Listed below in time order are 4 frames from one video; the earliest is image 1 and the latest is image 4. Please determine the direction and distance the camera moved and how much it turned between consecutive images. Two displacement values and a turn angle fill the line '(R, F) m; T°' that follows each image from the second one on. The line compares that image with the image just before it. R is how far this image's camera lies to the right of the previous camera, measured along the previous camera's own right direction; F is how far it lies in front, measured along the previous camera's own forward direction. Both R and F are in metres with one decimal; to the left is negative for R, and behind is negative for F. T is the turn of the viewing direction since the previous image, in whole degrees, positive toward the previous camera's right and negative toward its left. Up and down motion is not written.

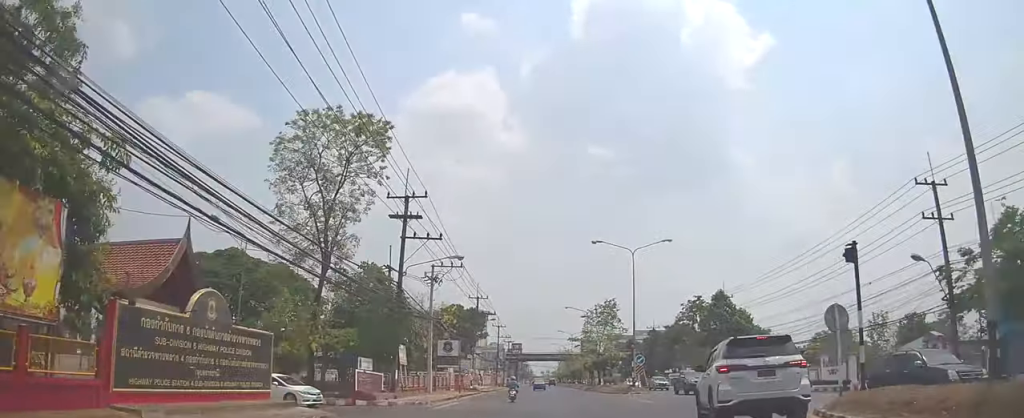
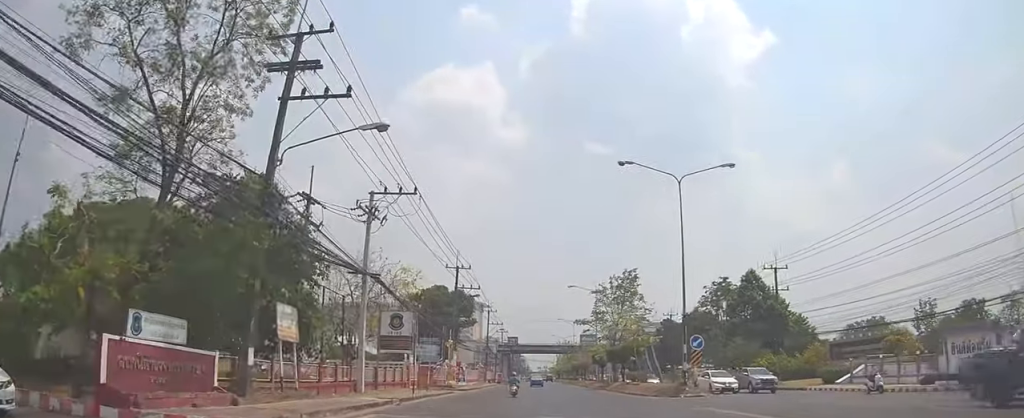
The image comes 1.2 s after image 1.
(+0.5, +16.5) m; 0°
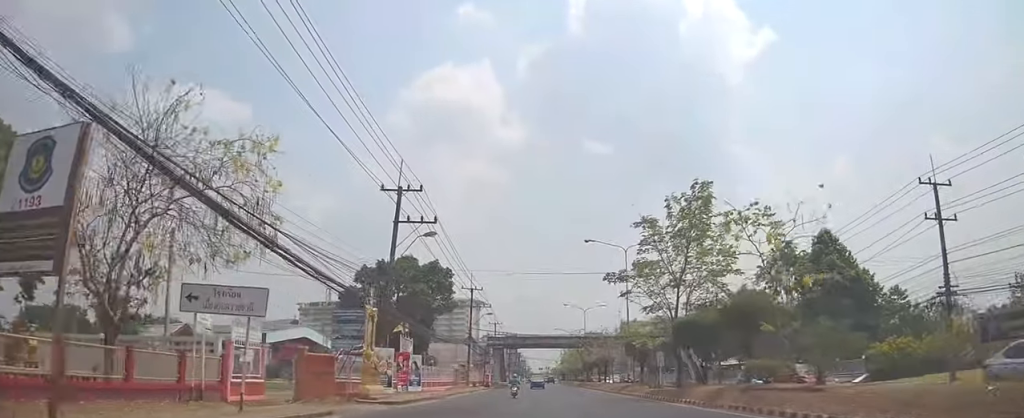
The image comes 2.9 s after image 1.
(+0.2, +24.1) m; 0°
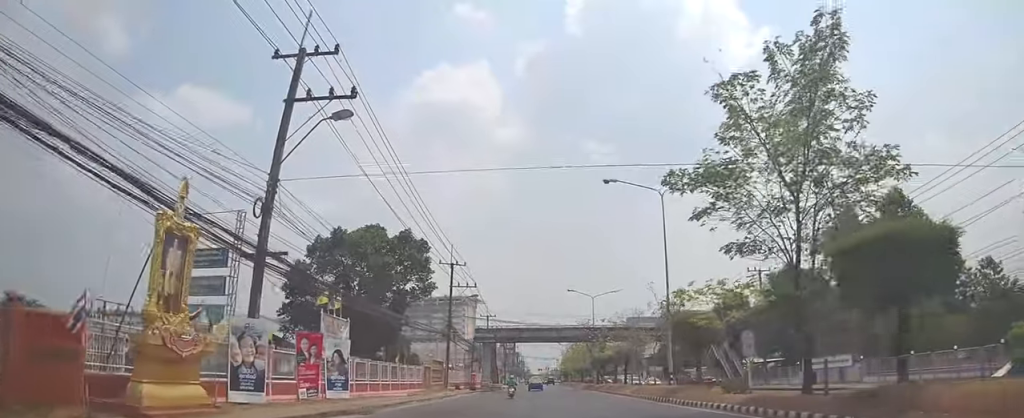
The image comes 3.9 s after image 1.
(-0.7, +15.1) m; 0°
